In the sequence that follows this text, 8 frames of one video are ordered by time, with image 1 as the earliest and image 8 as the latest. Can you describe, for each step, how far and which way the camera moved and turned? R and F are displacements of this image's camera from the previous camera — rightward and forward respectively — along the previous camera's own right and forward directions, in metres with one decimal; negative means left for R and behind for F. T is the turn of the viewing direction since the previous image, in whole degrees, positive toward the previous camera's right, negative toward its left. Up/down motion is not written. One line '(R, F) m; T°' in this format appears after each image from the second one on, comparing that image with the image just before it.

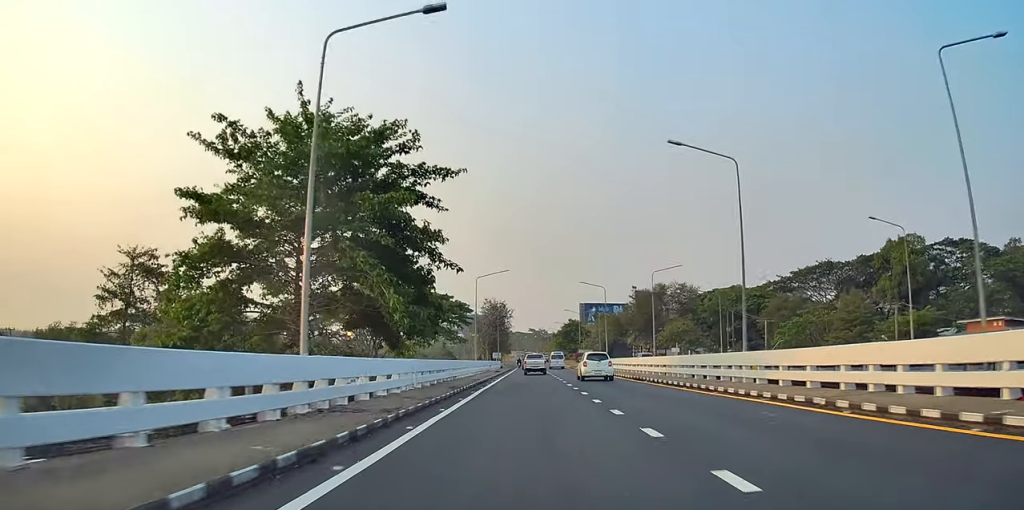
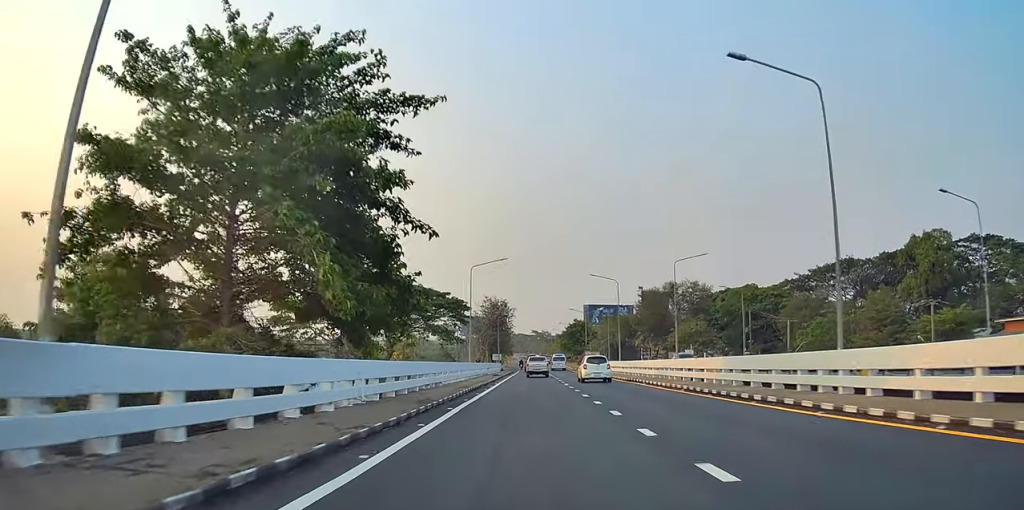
(-0.3, +7.2) m; -1°
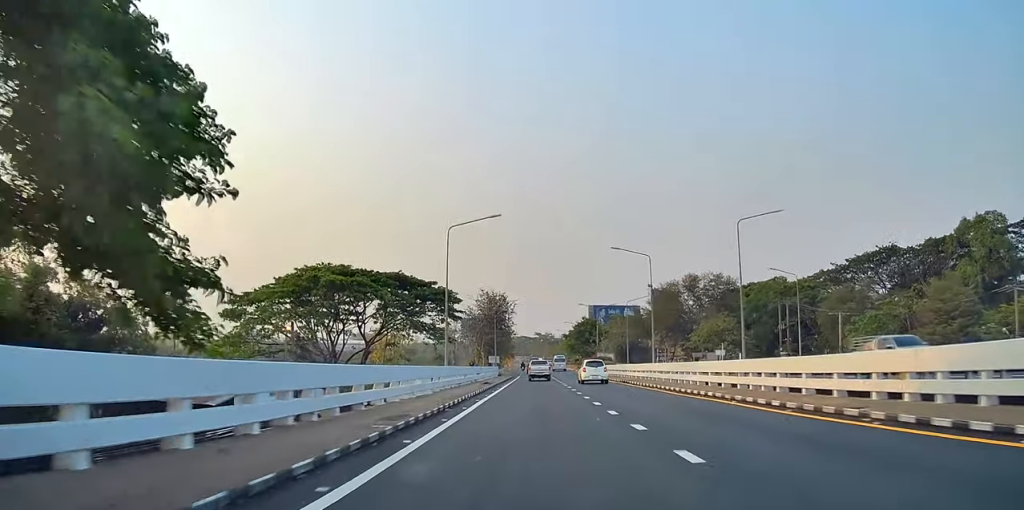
(+0.3, +13.9) m; +1°
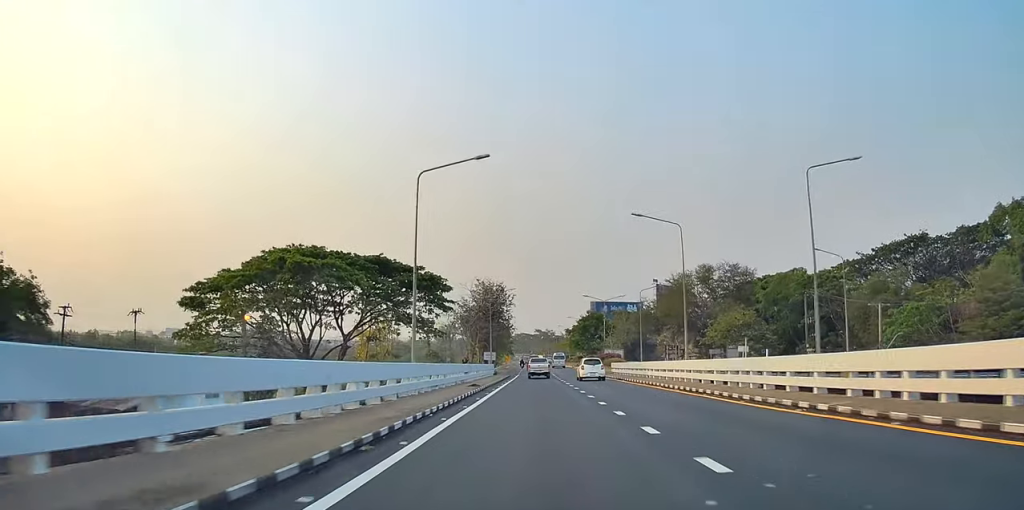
(0.0, +9.0) m; 0°
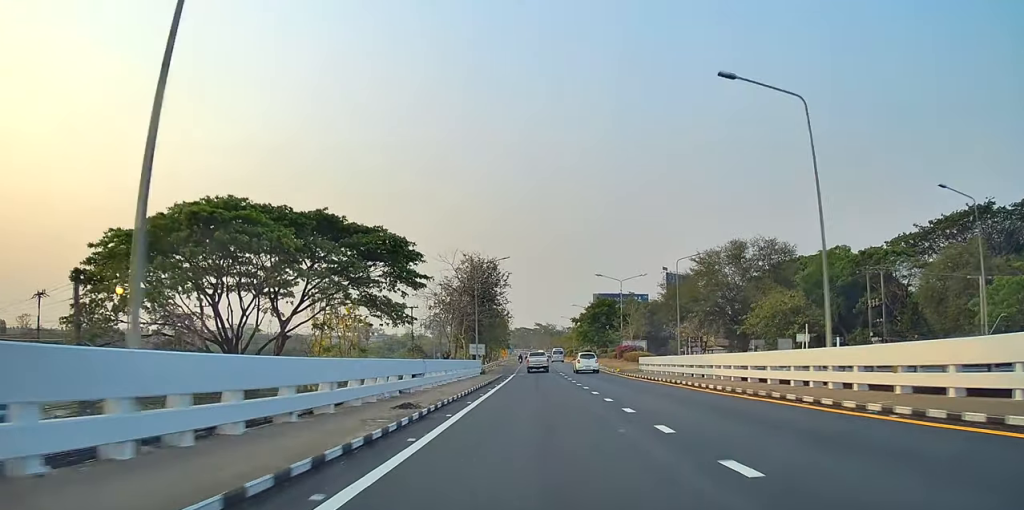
(0.0, +16.0) m; -1°
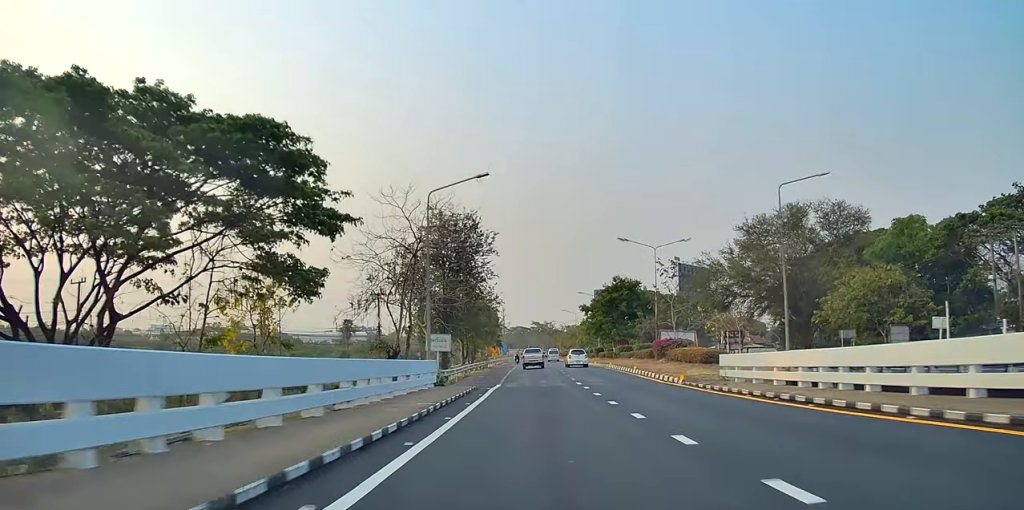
(+0.1, +20.9) m; +2°
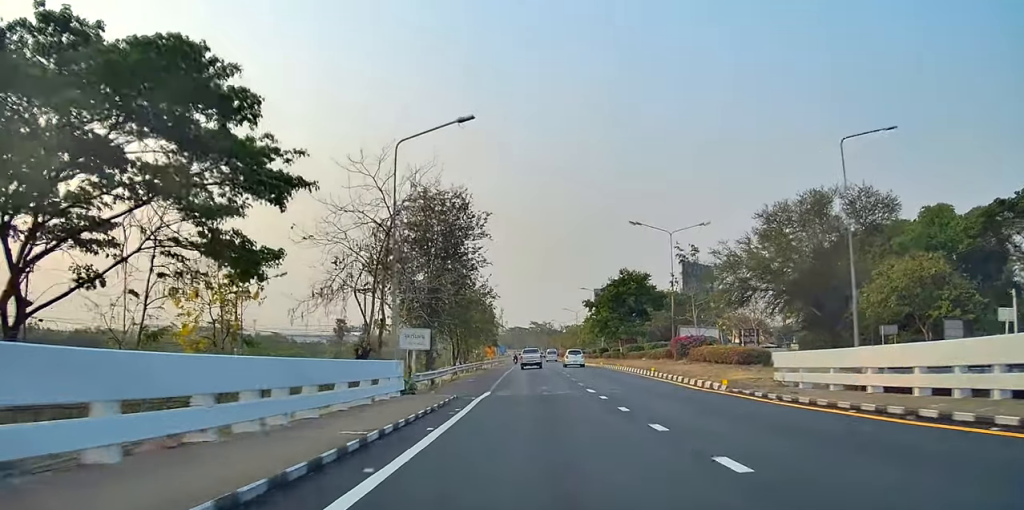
(+0.4, +6.2) m; 0°
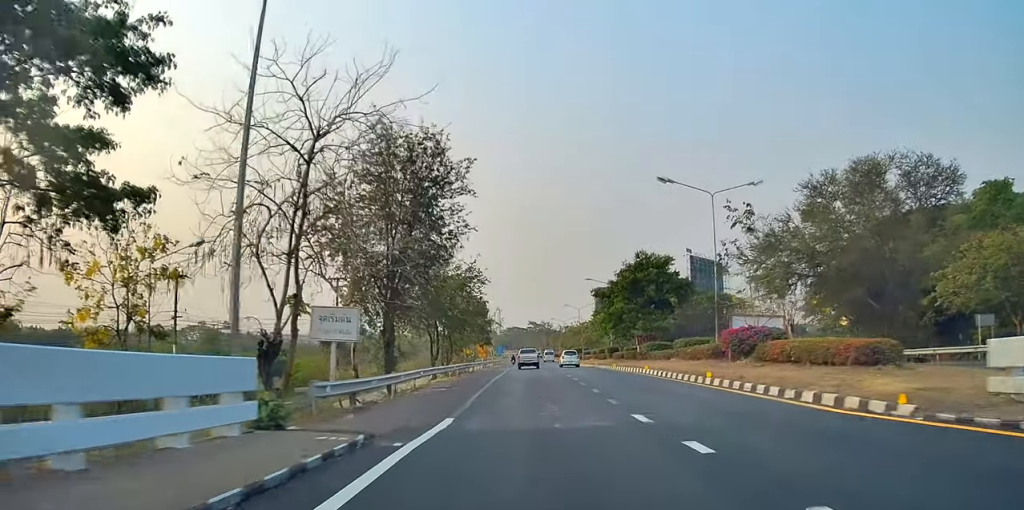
(-0.1, +10.6) m; -1°
